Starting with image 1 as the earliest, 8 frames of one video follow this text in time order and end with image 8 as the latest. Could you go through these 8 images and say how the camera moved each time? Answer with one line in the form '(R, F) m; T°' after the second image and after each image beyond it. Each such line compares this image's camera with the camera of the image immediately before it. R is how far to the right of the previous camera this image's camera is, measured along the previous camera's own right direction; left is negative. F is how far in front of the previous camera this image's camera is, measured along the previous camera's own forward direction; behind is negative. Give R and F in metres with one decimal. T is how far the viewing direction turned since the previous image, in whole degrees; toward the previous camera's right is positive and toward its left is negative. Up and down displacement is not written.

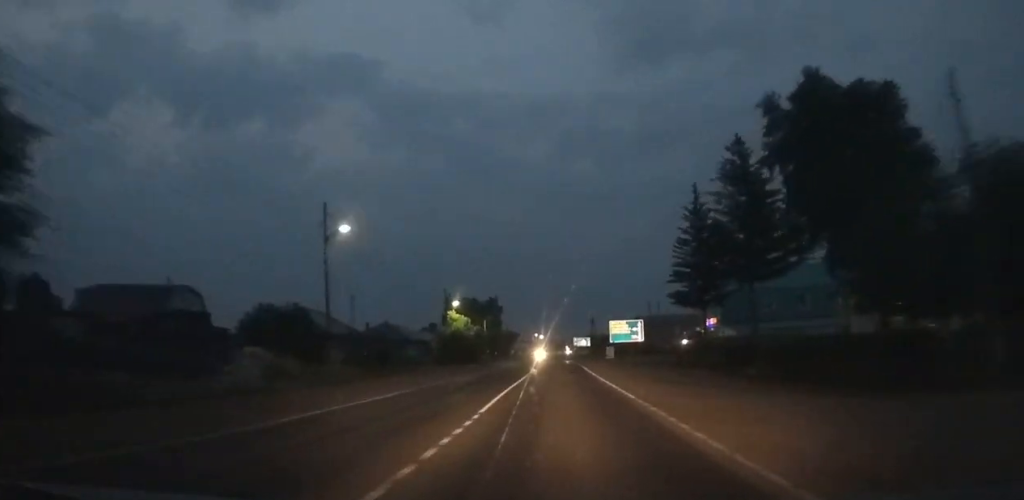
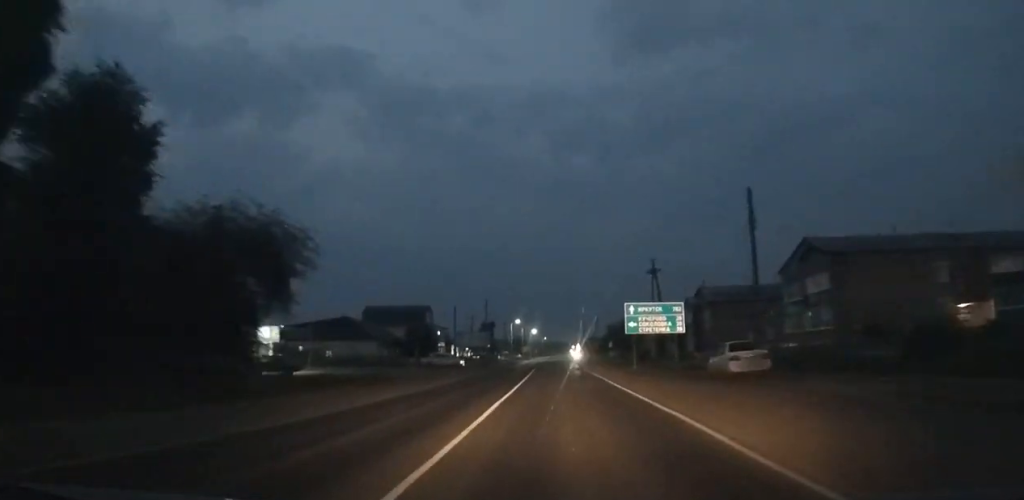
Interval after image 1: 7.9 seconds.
(-0.3, +110.6) m; 0°
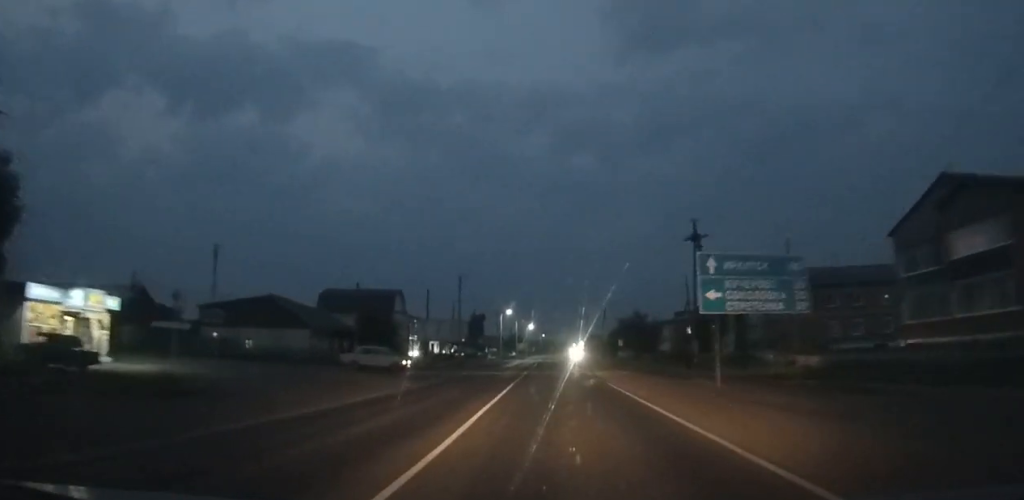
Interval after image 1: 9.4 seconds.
(+0.2, +21.0) m; 0°
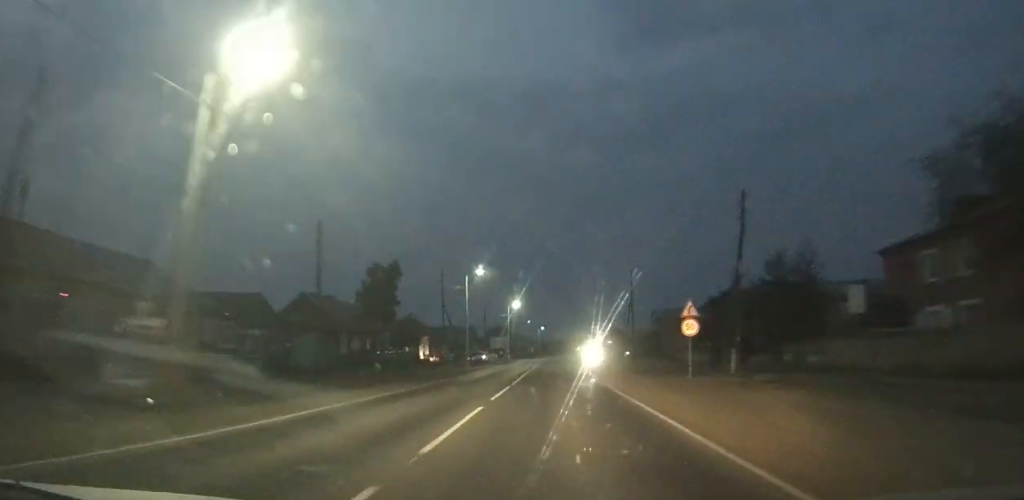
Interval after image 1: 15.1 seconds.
(-0.4, +79.3) m; 0°
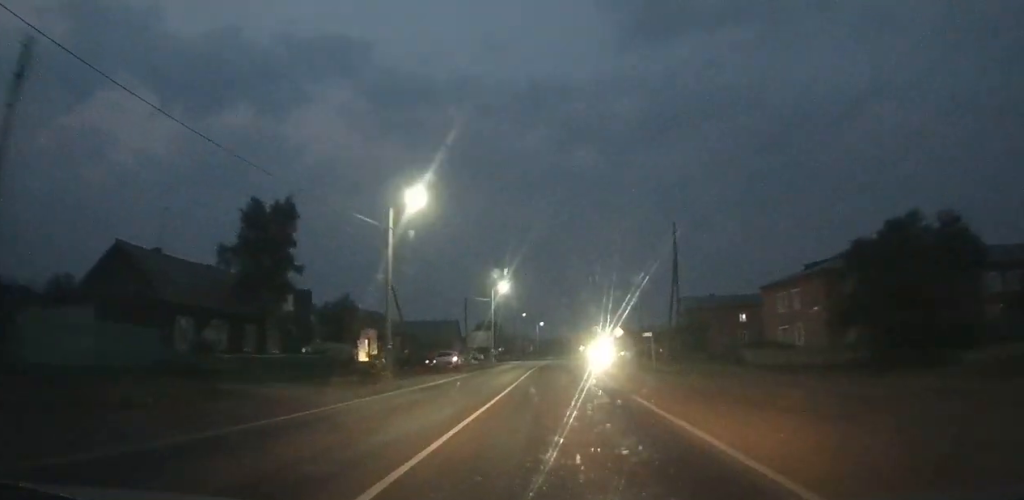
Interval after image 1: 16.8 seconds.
(-0.1, +24.0) m; 0°
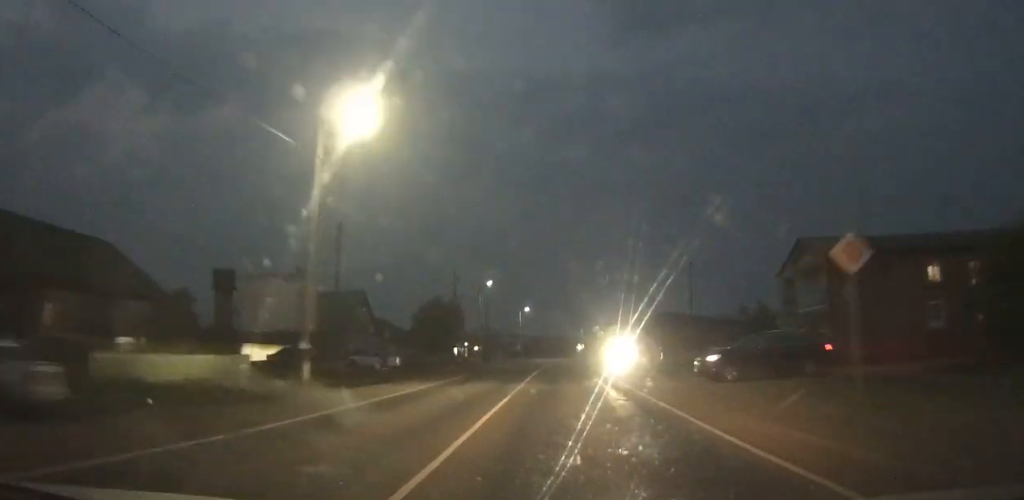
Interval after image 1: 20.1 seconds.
(+0.2, +49.2) m; +1°
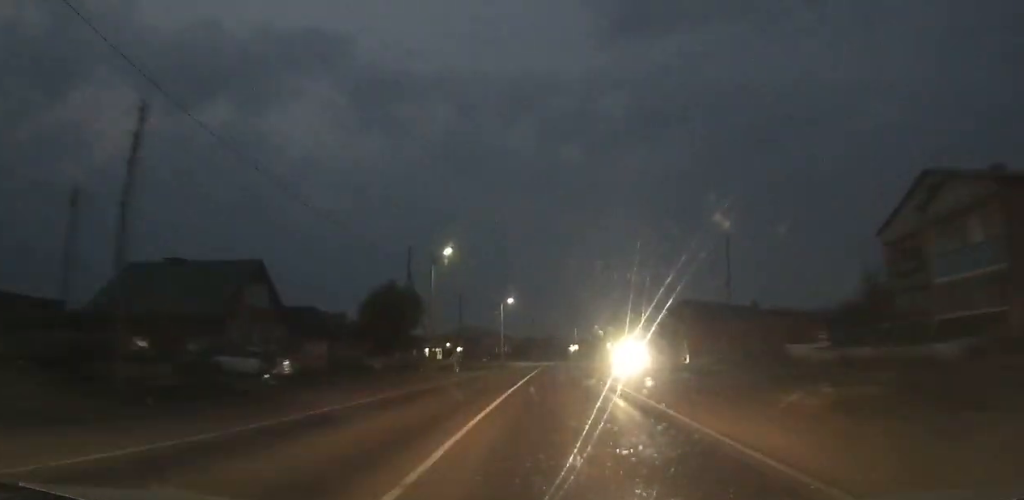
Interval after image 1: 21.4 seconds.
(0.0, +19.2) m; 0°
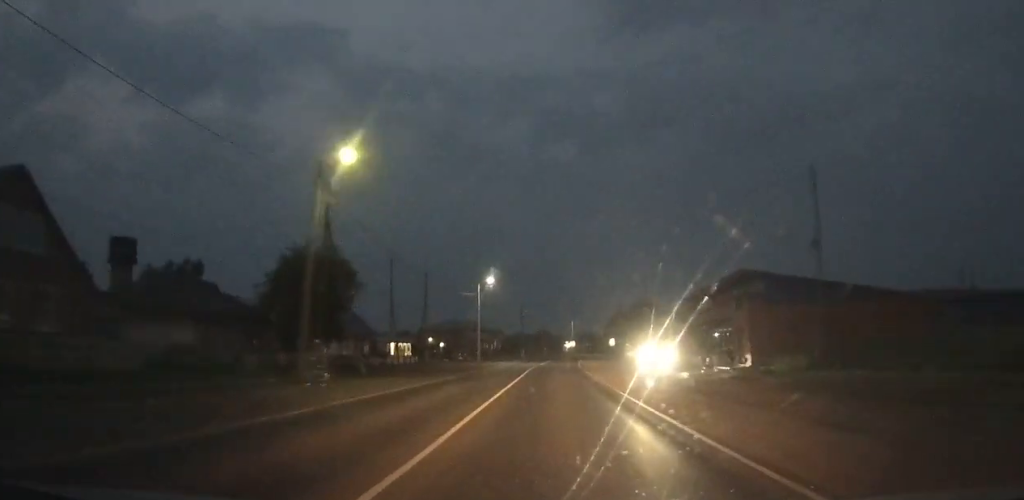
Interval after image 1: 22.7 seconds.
(-0.1, +19.1) m; 0°
